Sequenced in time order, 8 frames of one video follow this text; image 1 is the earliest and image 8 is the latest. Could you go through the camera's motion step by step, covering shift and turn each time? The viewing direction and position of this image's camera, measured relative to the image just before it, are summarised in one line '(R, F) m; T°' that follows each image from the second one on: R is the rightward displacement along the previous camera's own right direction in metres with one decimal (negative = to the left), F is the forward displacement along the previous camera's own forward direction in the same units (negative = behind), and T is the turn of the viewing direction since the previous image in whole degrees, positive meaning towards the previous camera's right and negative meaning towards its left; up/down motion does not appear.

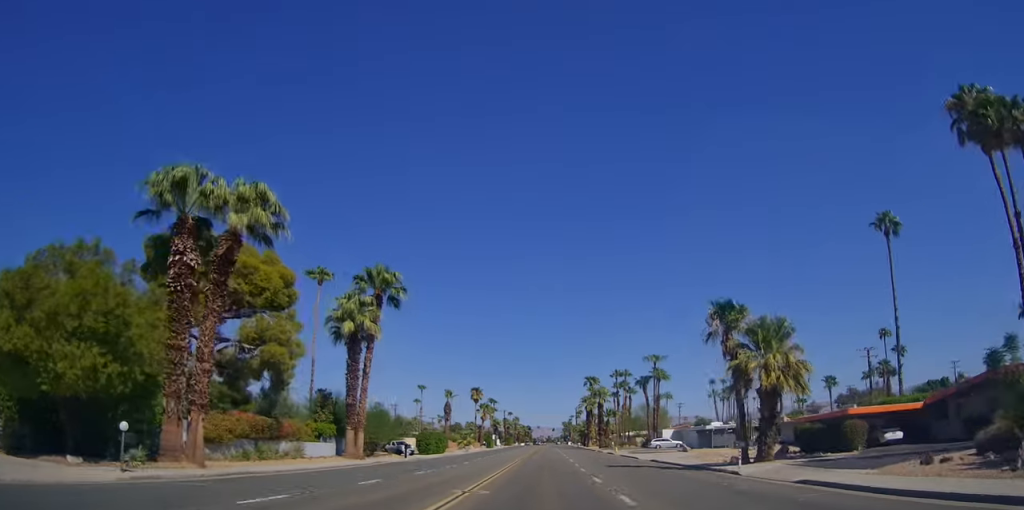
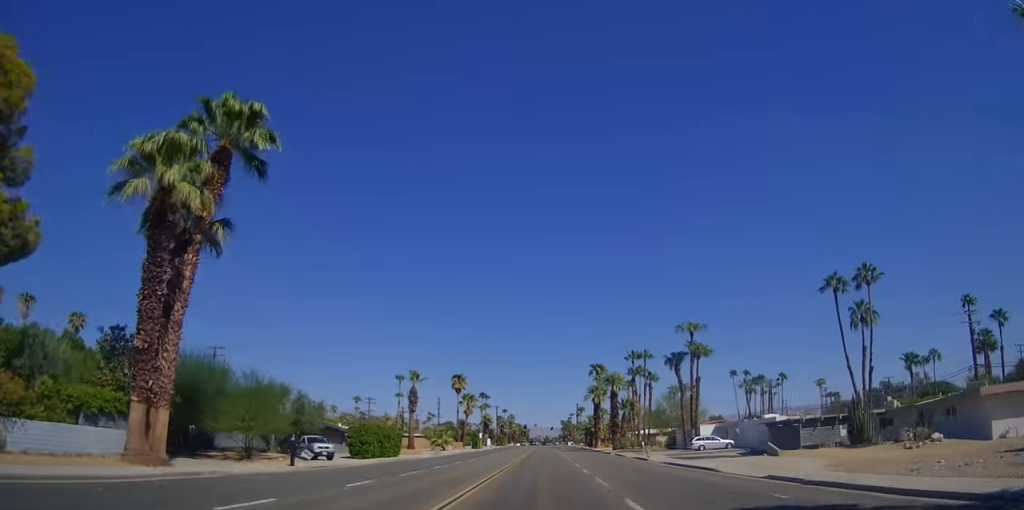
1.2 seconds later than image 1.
(+0.4, +23.3) m; +1°
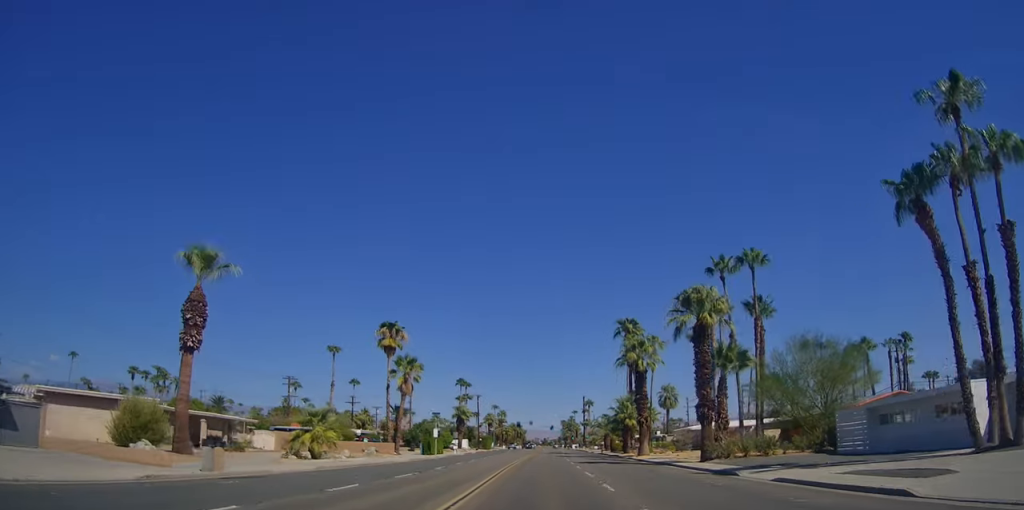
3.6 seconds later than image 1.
(0.0, +45.5) m; 0°
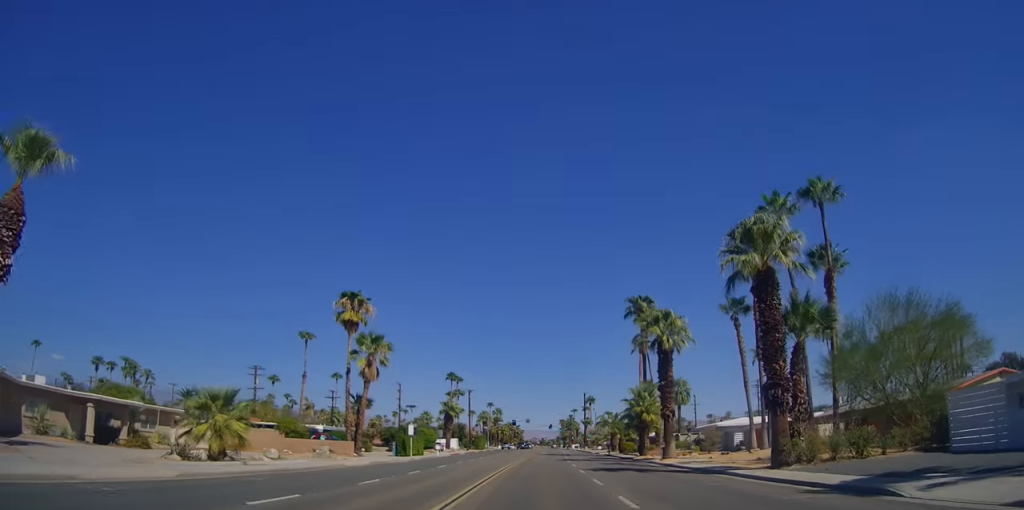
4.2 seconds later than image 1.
(0.0, +11.5) m; 0°
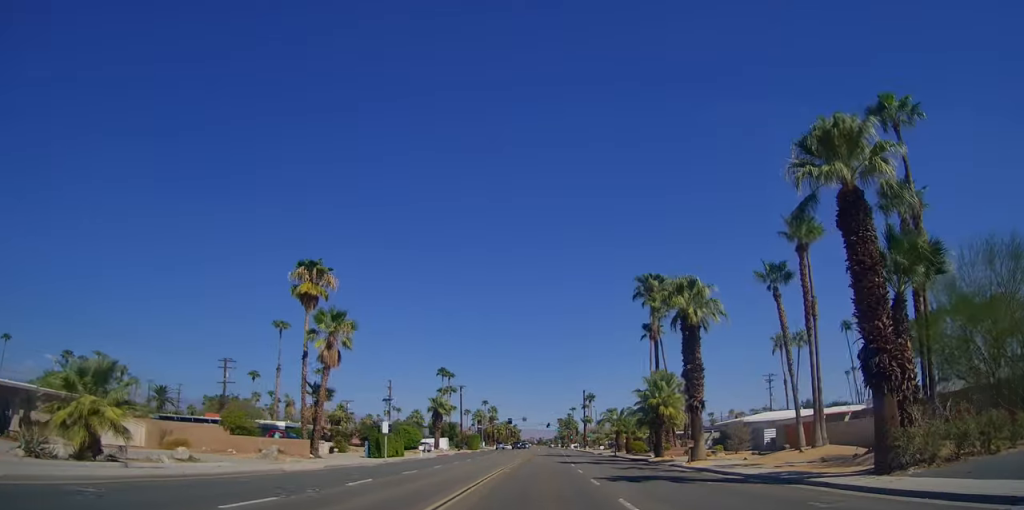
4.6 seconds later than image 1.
(0.0, +8.3) m; 0°
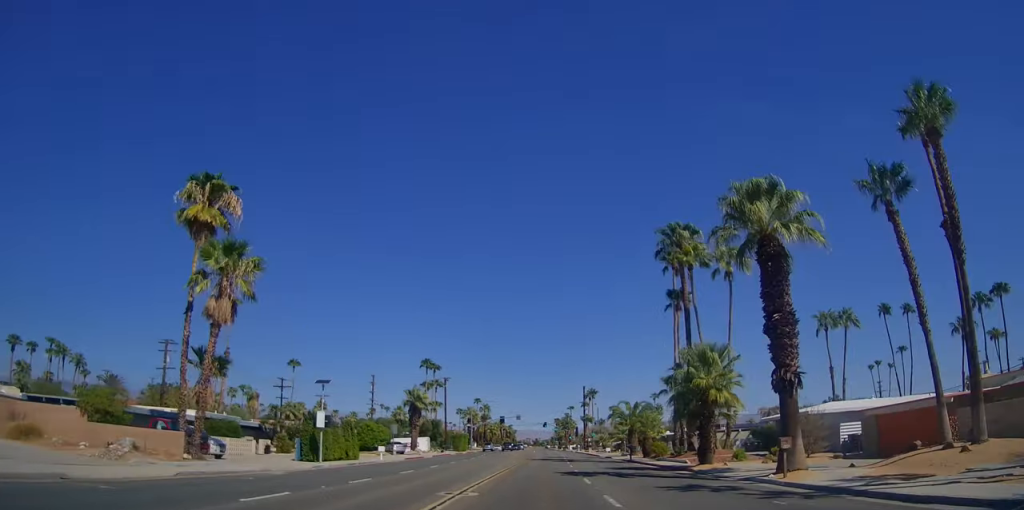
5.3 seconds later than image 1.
(0.0, +13.5) m; 0°
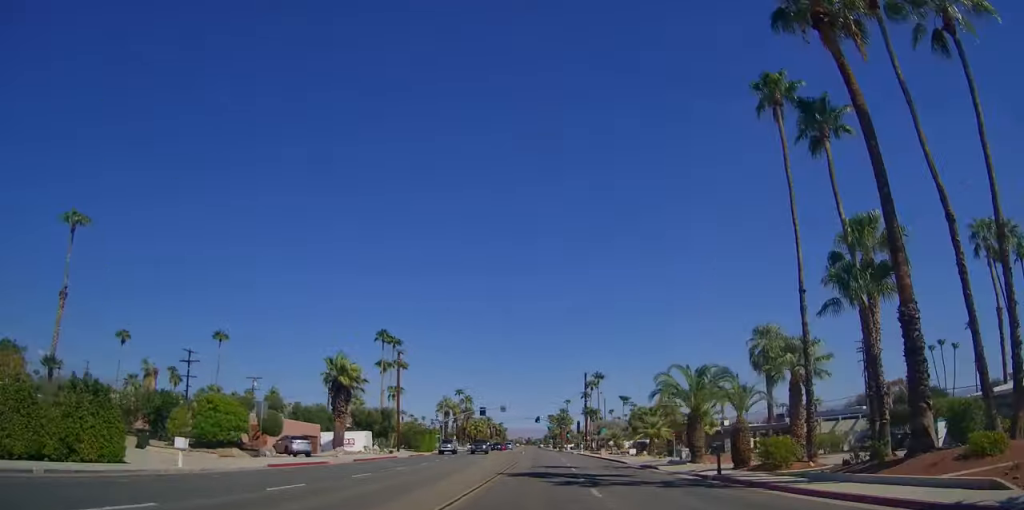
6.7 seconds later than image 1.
(0.0, +26.9) m; 0°
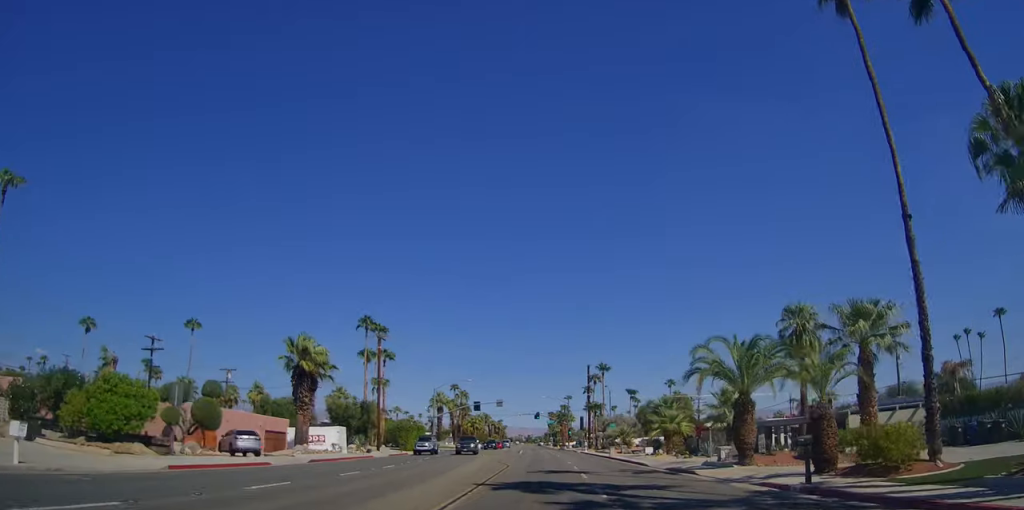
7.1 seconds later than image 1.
(0.0, +8.3) m; 0°
